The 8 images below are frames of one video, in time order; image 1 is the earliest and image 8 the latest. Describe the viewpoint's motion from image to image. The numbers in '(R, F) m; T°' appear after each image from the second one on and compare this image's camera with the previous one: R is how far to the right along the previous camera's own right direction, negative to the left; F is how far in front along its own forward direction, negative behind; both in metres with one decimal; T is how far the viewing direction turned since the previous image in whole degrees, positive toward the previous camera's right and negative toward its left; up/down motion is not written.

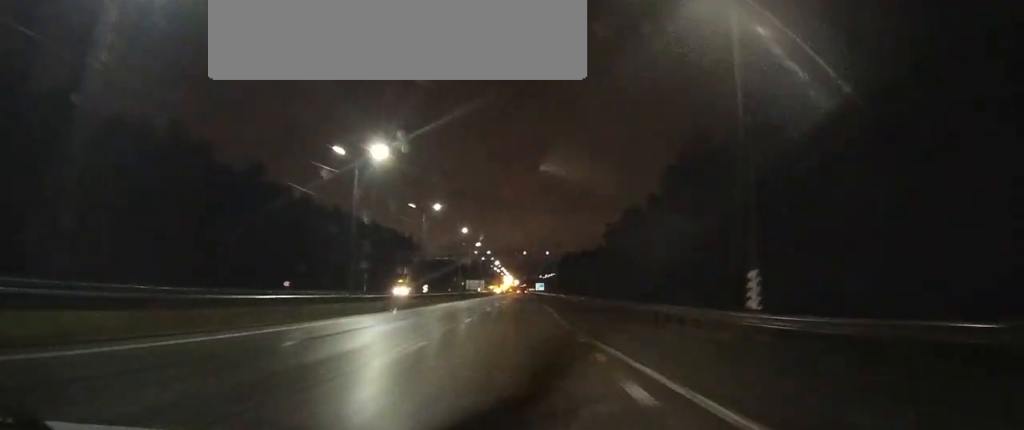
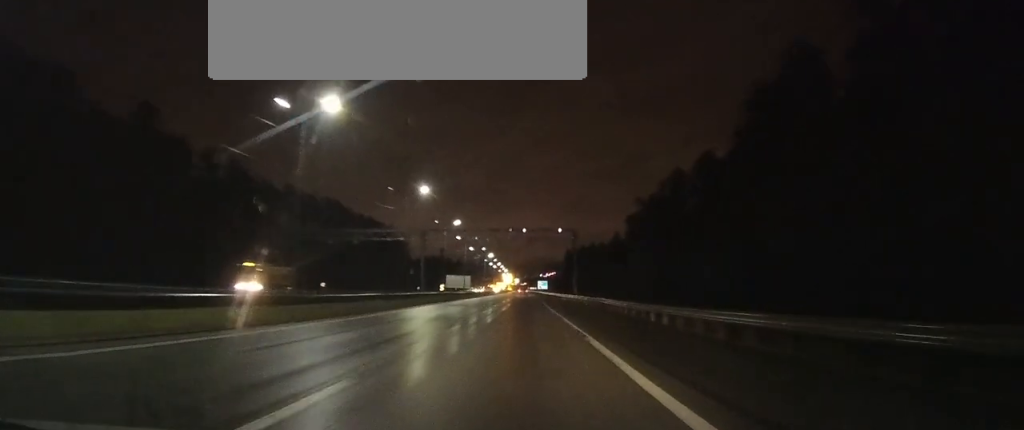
(0.0, +41.8) m; 0°
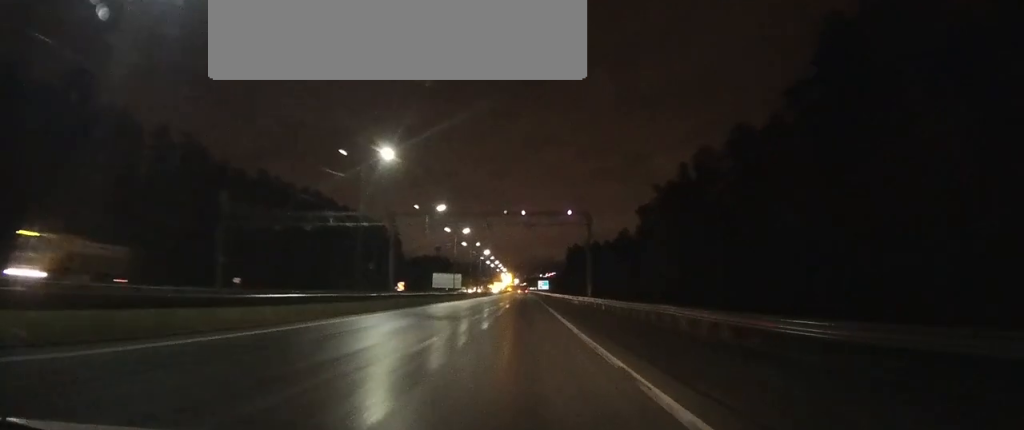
(0.0, +16.6) m; 0°
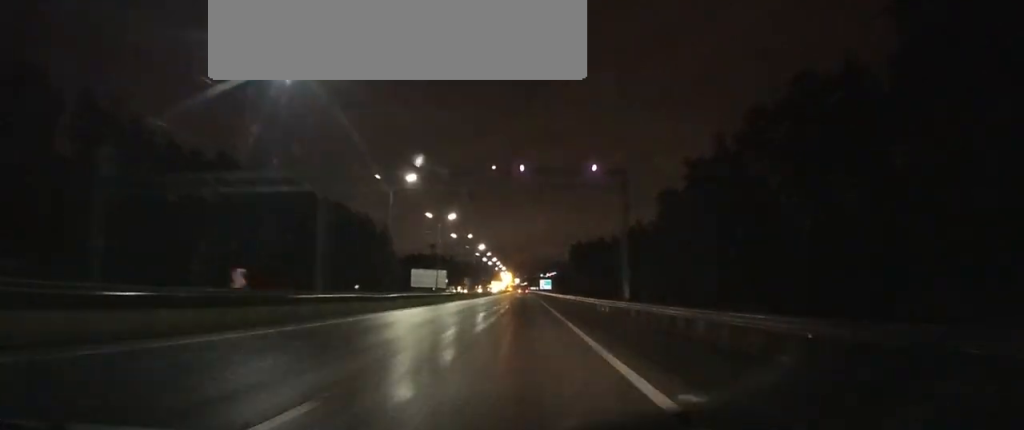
(0.0, +19.4) m; 0°
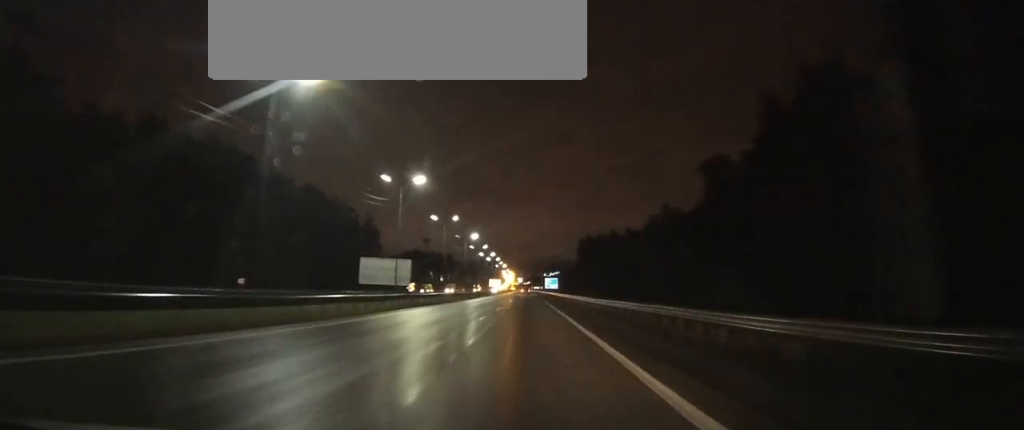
(-0.1, +25.4) m; 0°
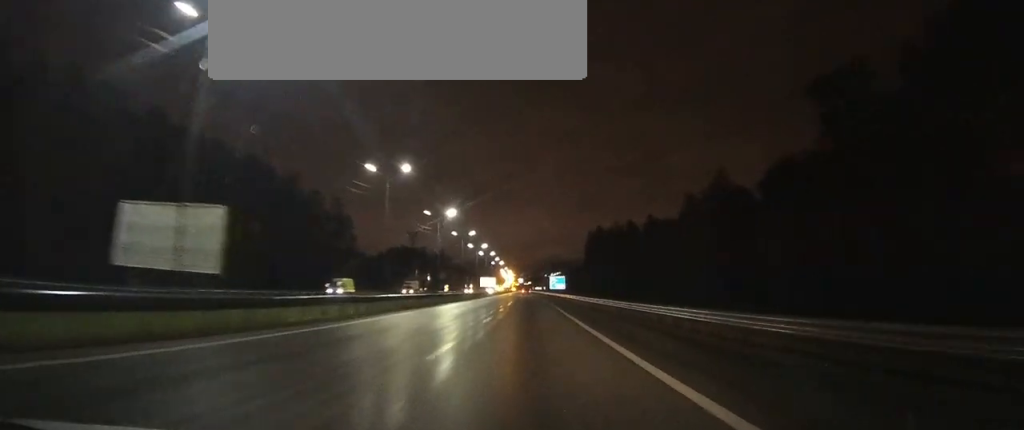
(0.0, +31.3) m; 0°
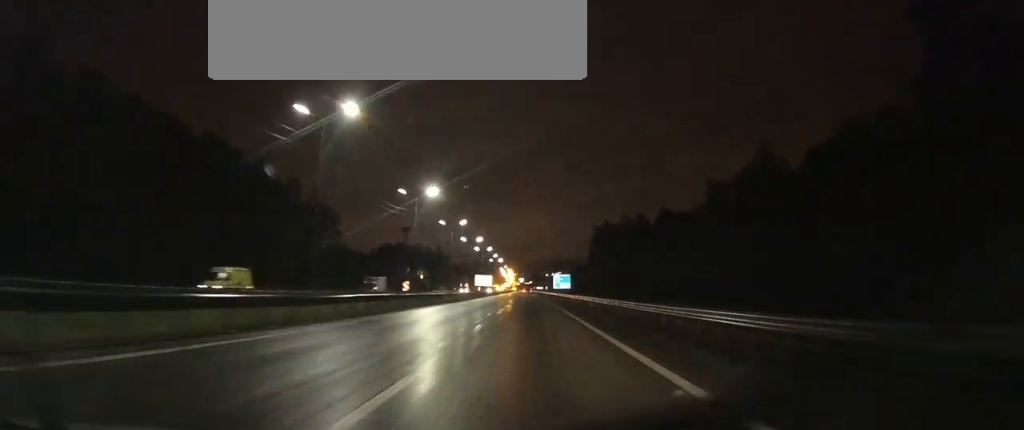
(0.0, +14.5) m; 0°
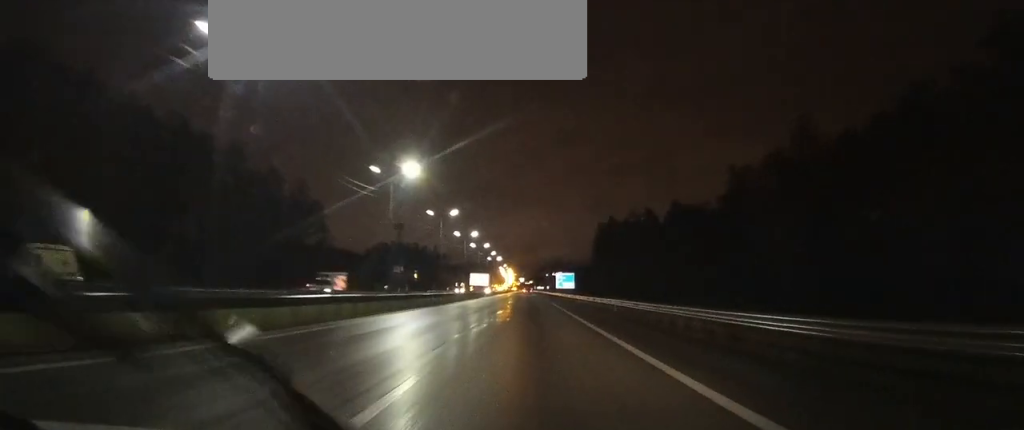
(0.0, +10.2) m; 0°
